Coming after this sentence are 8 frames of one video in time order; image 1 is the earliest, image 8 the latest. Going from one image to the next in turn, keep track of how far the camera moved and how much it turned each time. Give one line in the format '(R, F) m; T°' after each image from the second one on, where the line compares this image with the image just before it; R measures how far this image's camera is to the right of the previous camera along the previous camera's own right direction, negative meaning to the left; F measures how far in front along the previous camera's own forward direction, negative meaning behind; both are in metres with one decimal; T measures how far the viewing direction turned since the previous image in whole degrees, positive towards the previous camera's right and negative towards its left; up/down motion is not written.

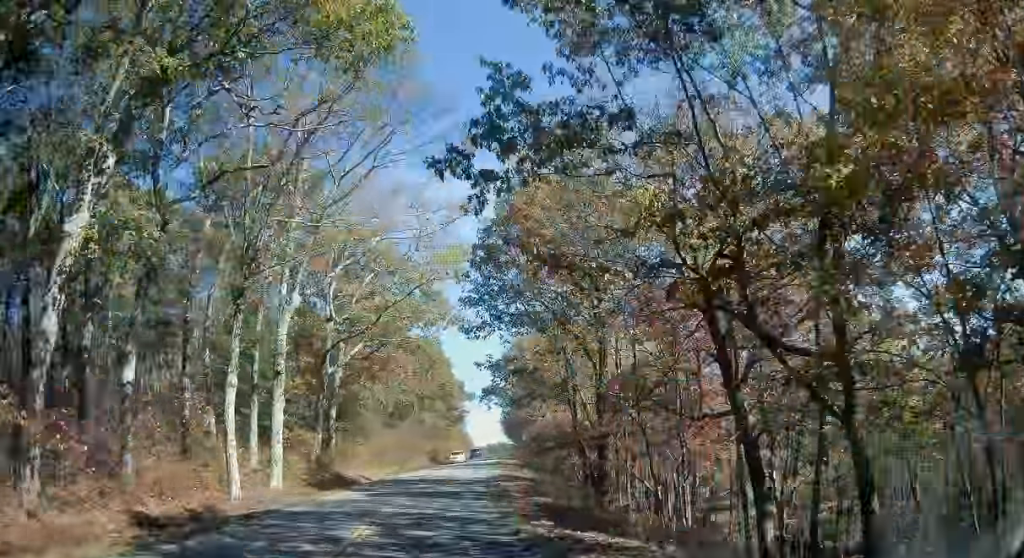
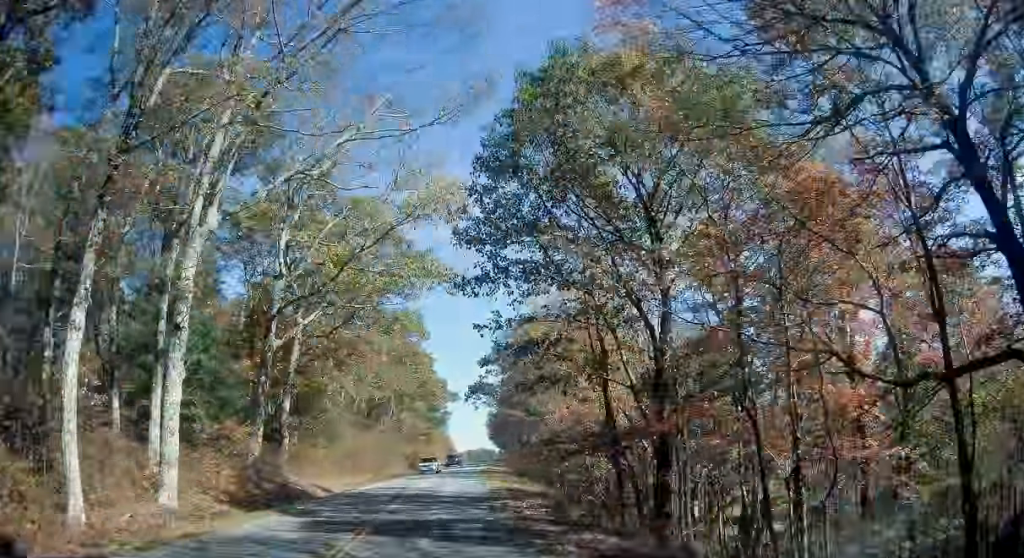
(+0.3, +9.9) m; +2°
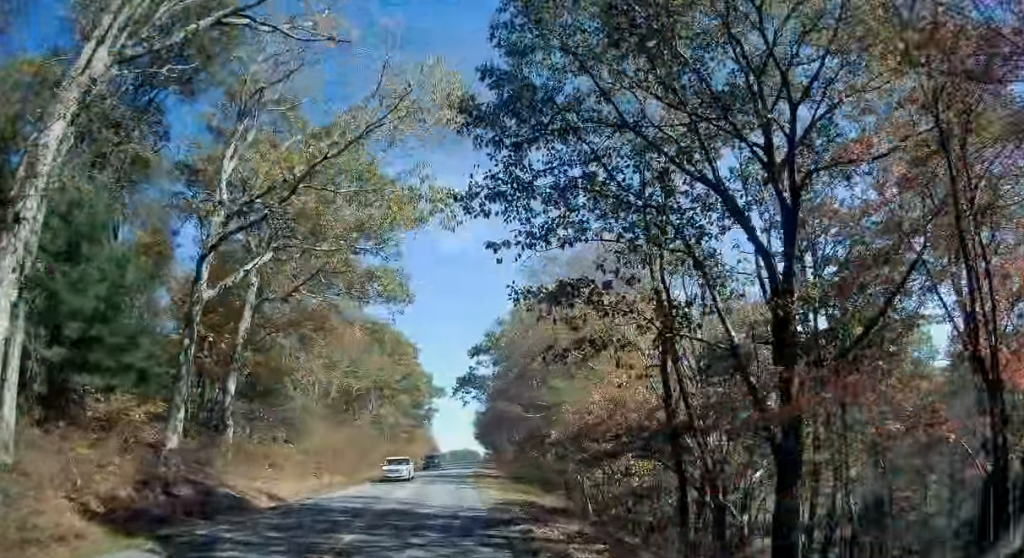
(0.0, +8.1) m; 0°
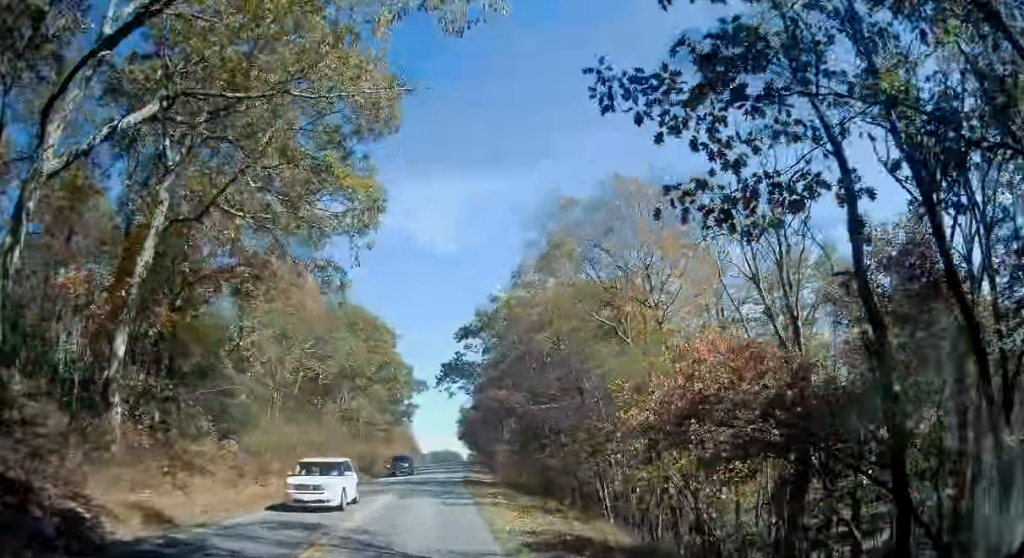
(0.0, +10.0) m; 0°
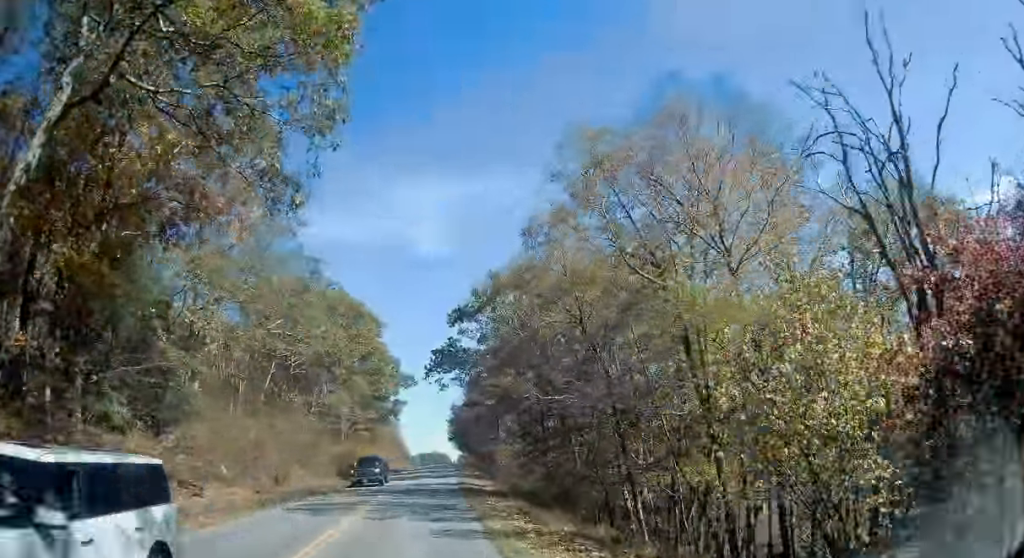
(0.0, +7.6) m; +1°
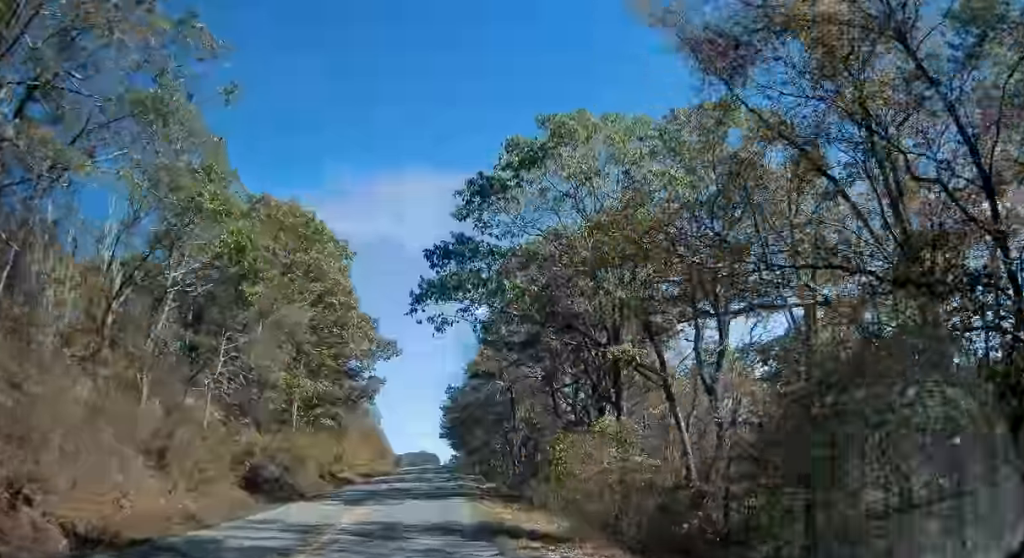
(+0.7, +22.8) m; +3°
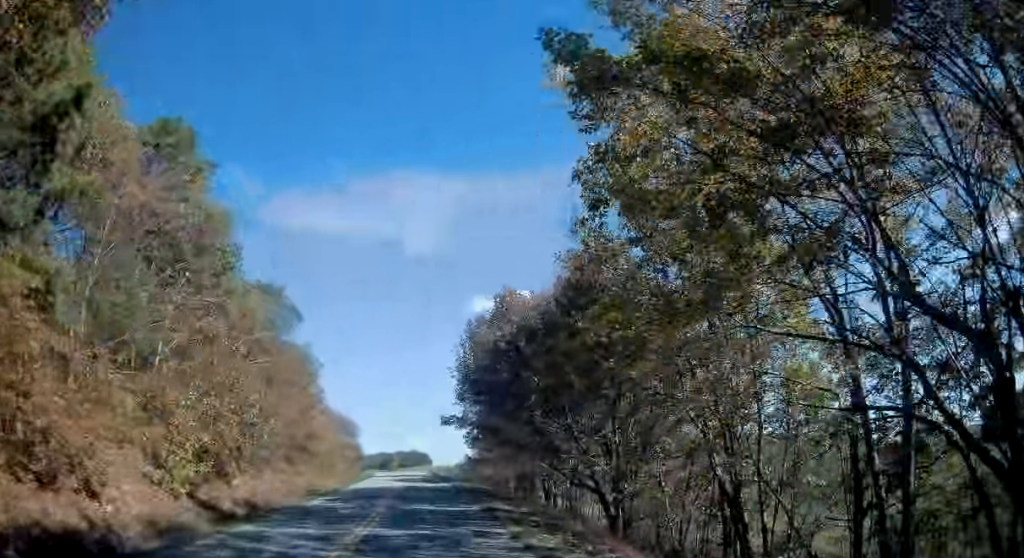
(+1.0, +56.6) m; +1°
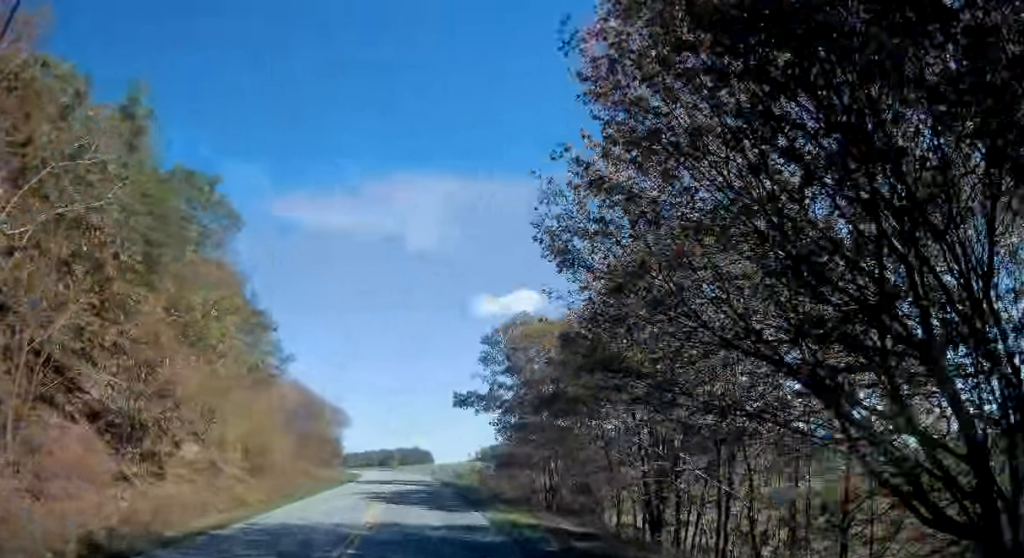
(-0.1, +22.4) m; 0°
